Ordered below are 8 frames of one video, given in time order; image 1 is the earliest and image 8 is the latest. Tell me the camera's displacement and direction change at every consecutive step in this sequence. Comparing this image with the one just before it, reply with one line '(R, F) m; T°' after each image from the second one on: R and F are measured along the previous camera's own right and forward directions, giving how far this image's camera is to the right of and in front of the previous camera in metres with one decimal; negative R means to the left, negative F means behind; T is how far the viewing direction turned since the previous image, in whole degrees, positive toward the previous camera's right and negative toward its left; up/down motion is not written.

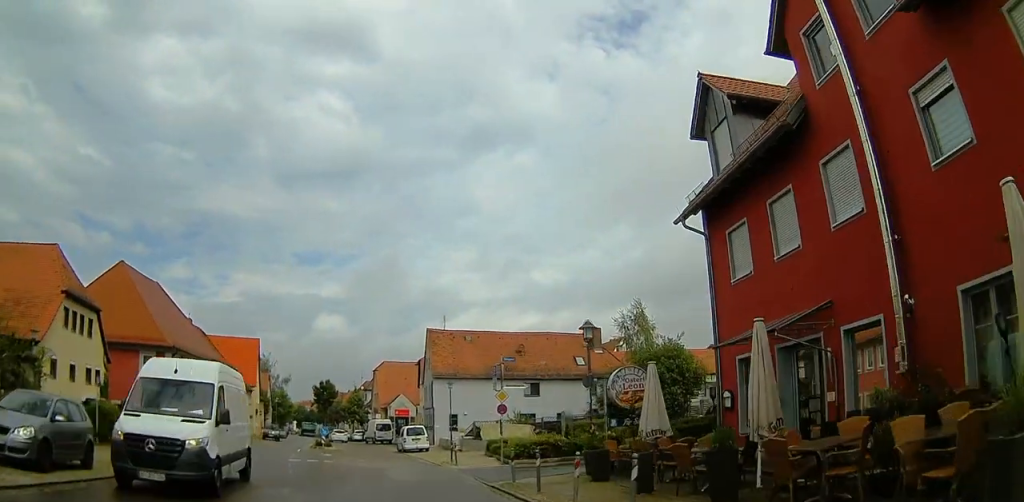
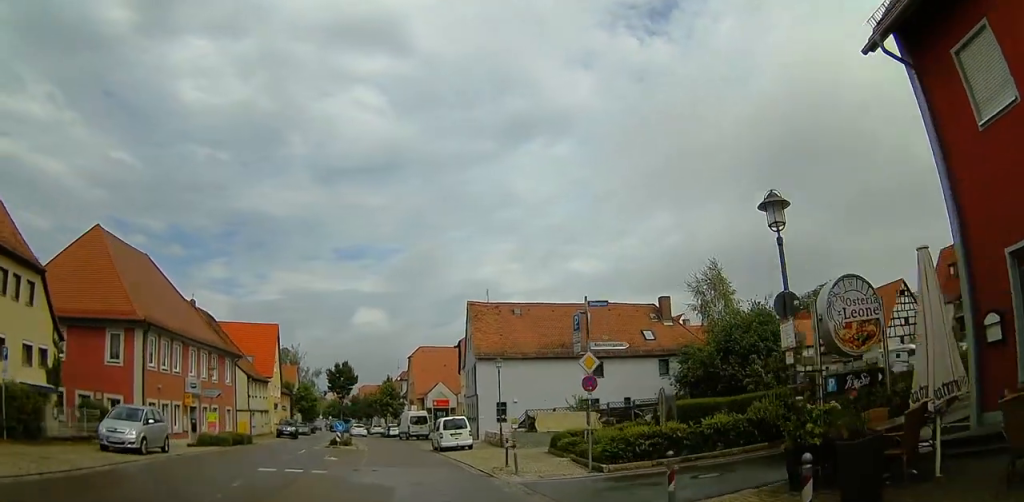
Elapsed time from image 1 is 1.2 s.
(-1.0, +9.0) m; -6°
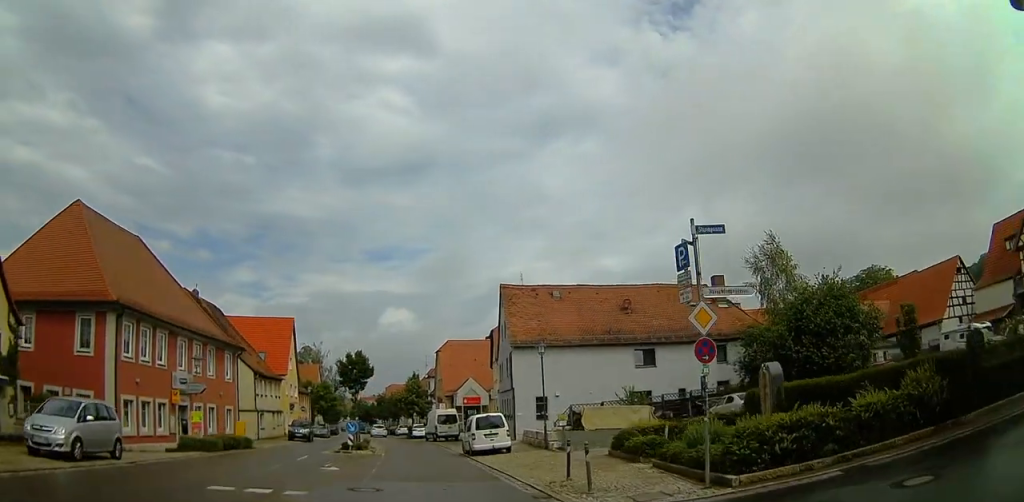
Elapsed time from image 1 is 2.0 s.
(0.0, +5.7) m; 0°
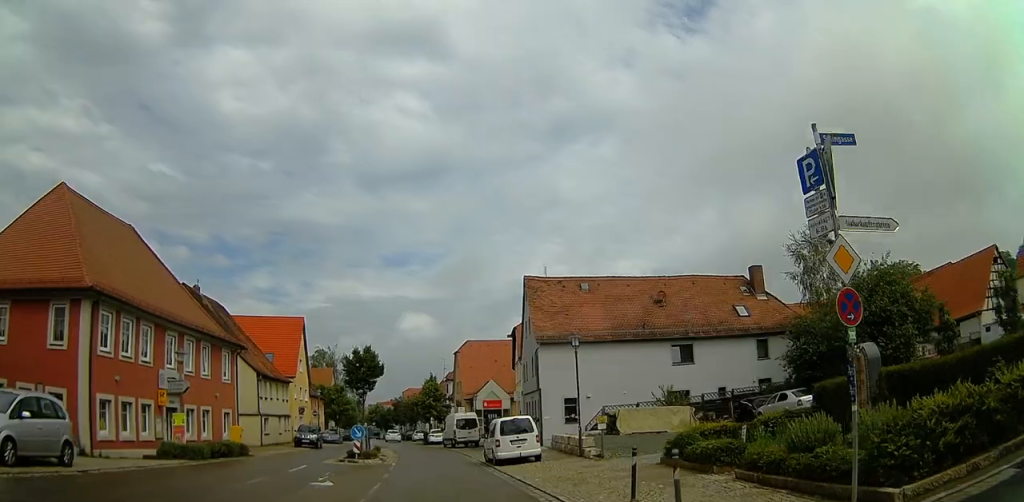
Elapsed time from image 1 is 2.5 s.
(0.0, +3.7) m; -1°
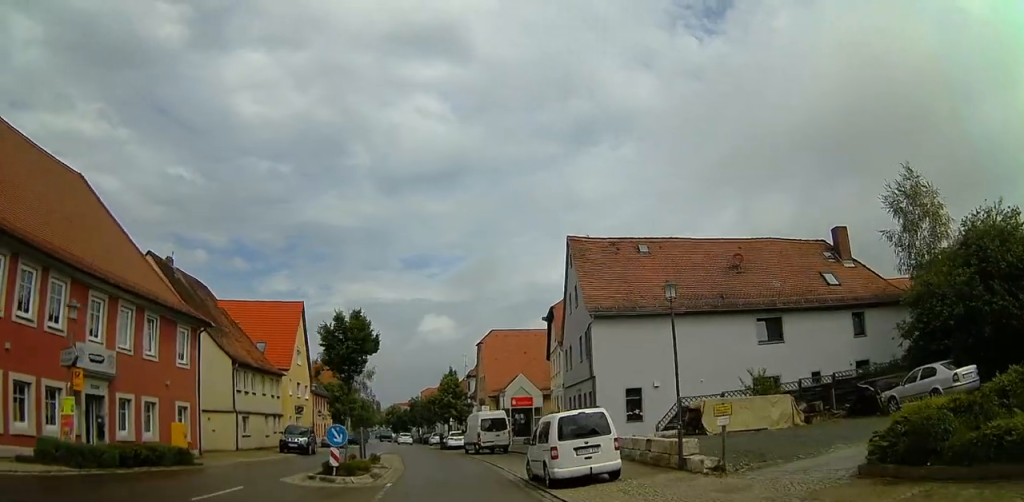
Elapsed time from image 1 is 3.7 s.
(-0.2, +8.6) m; -2°
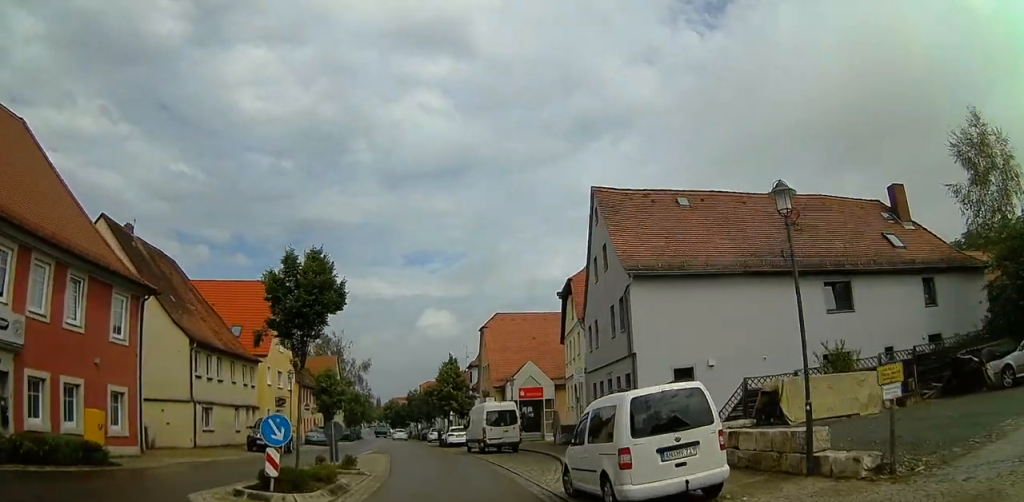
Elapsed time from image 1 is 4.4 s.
(0.0, +5.5) m; -1°
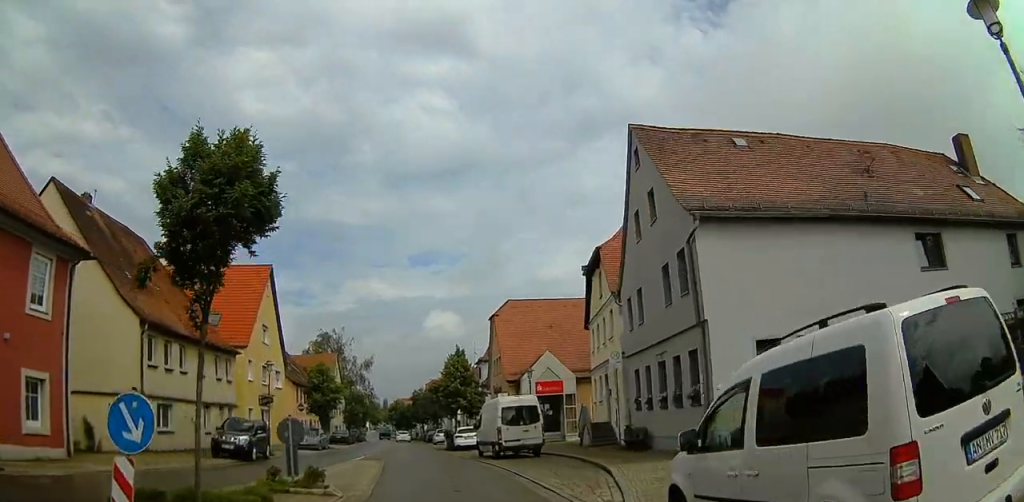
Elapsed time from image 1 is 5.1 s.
(0.0, +4.9) m; -1°
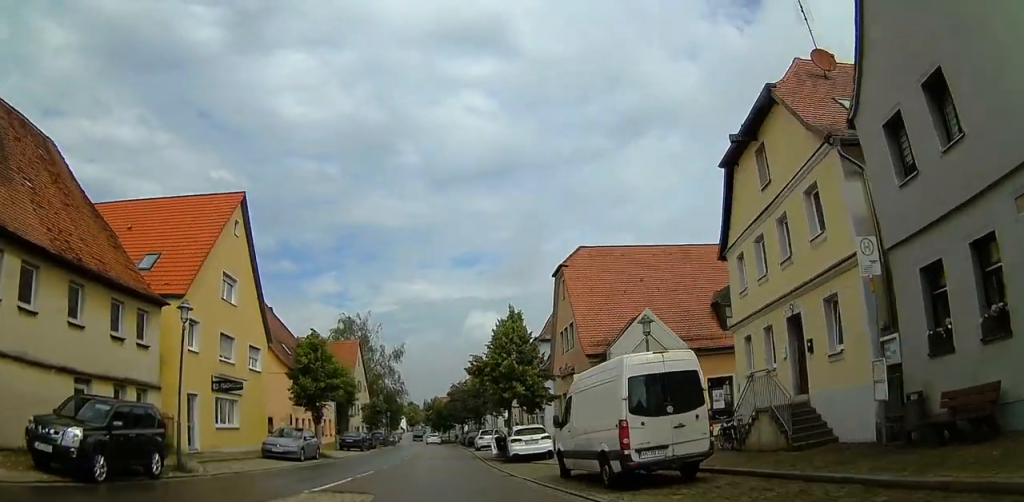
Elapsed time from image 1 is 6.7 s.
(-0.2, +12.6) m; -1°
